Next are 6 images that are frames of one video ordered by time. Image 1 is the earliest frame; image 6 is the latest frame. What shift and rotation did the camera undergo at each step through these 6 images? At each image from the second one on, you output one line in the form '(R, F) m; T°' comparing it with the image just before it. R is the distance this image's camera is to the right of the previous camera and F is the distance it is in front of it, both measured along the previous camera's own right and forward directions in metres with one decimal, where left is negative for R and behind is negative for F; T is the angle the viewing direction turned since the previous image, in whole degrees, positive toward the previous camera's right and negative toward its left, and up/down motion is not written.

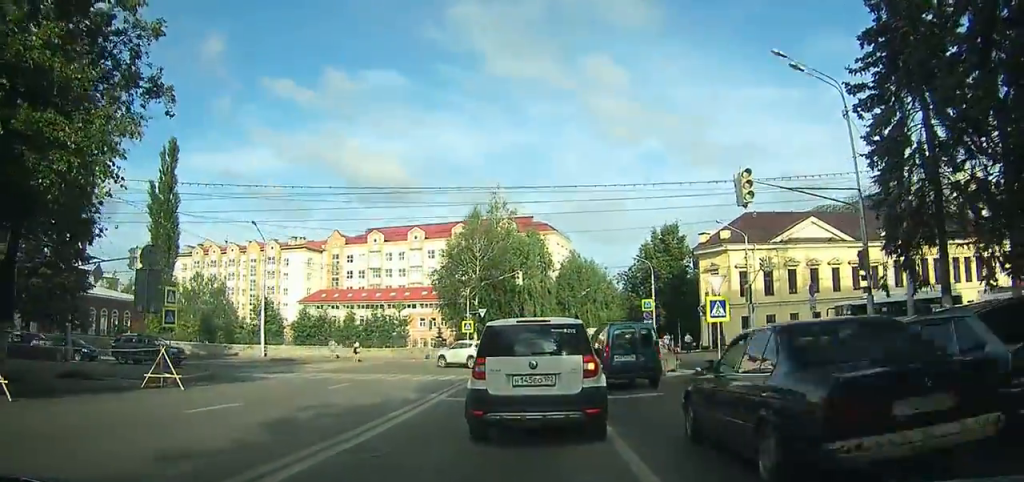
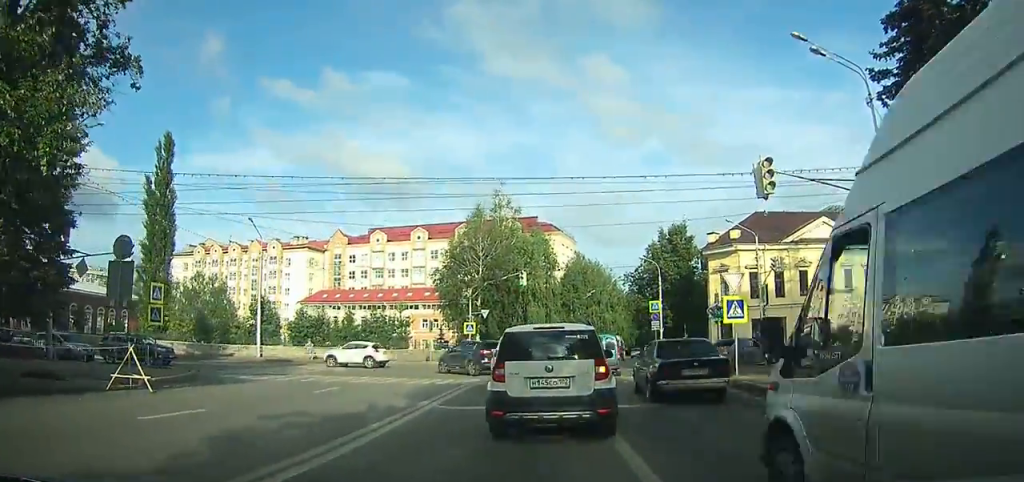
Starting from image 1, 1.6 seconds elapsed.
(+0.5, +4.7) m; -1°
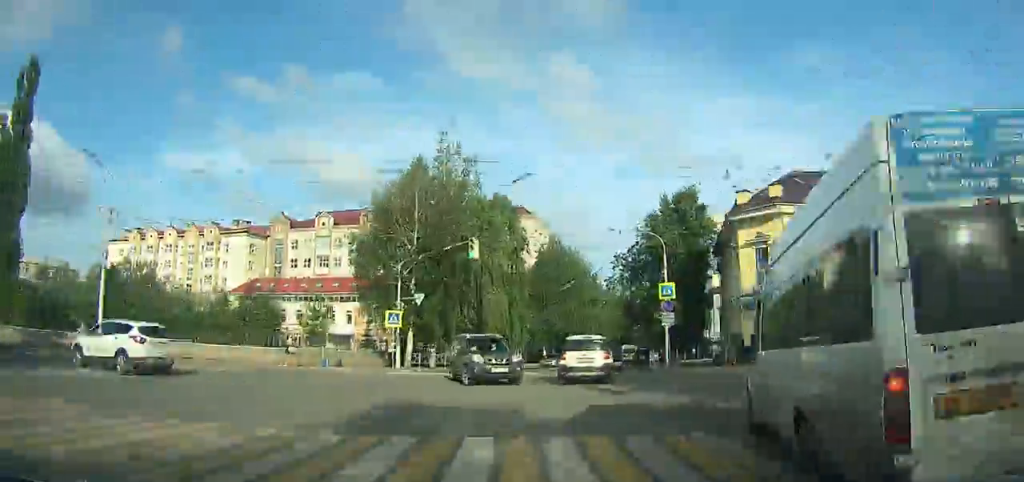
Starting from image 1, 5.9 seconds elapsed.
(-3.7, +17.1) m; -14°
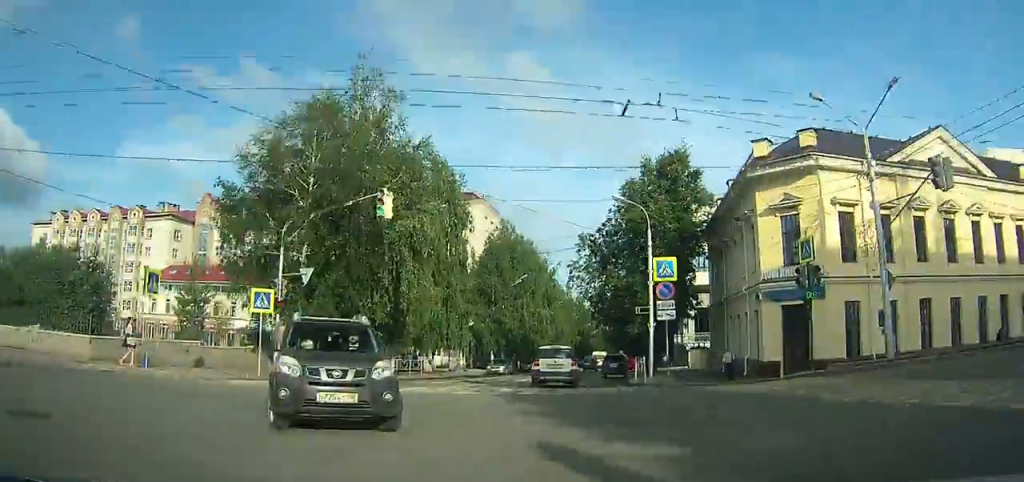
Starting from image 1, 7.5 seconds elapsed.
(0.0, +10.2) m; +2°
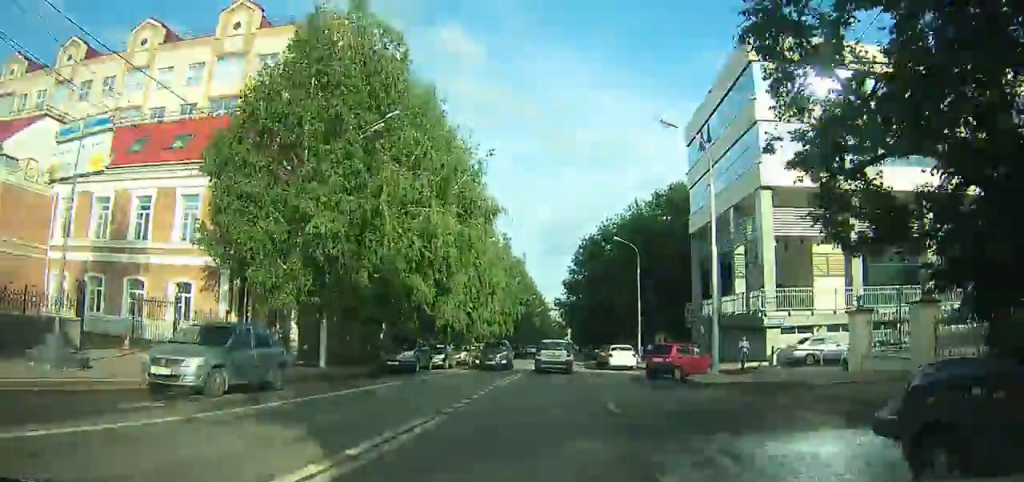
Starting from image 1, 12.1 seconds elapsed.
(+5.8, +38.8) m; +11°
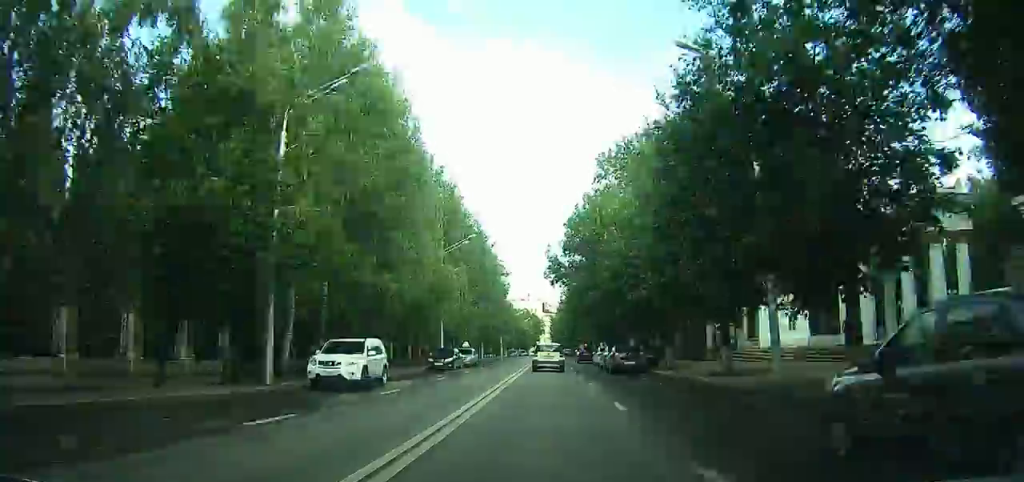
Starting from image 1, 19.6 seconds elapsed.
(+3.1, +87.3) m; +3°
